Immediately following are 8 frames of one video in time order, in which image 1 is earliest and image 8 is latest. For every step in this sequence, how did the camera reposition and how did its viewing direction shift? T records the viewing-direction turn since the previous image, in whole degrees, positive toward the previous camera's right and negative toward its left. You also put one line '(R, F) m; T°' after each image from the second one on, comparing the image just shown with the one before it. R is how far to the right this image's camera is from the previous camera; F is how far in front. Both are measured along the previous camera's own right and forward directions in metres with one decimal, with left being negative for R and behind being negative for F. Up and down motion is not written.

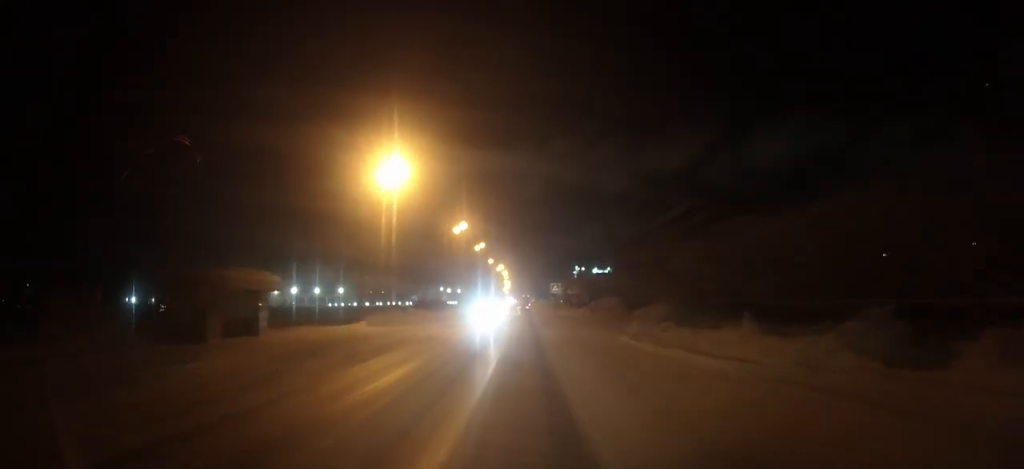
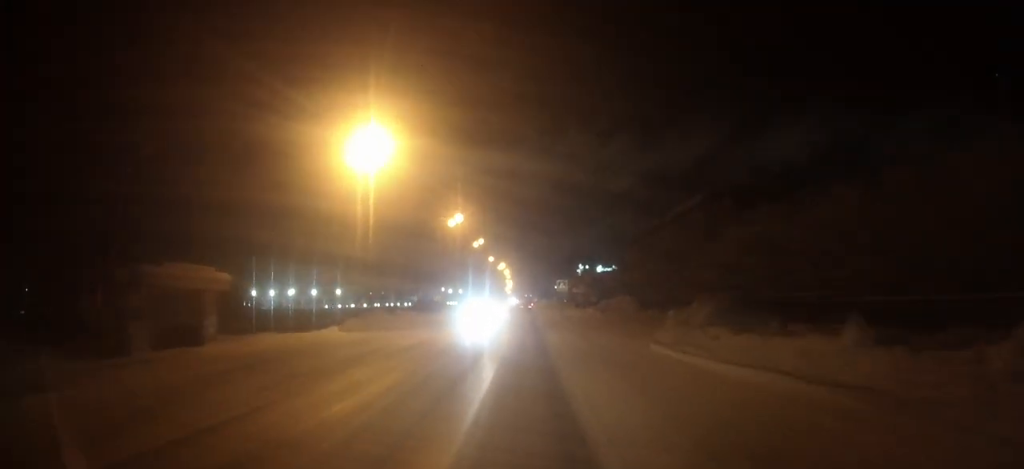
(0.0, +6.5) m; 0°
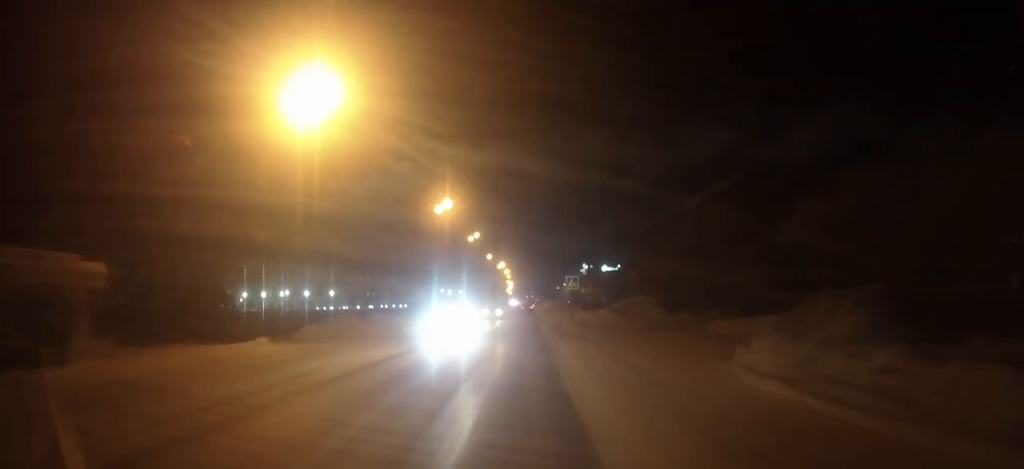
(0.0, +9.8) m; 0°
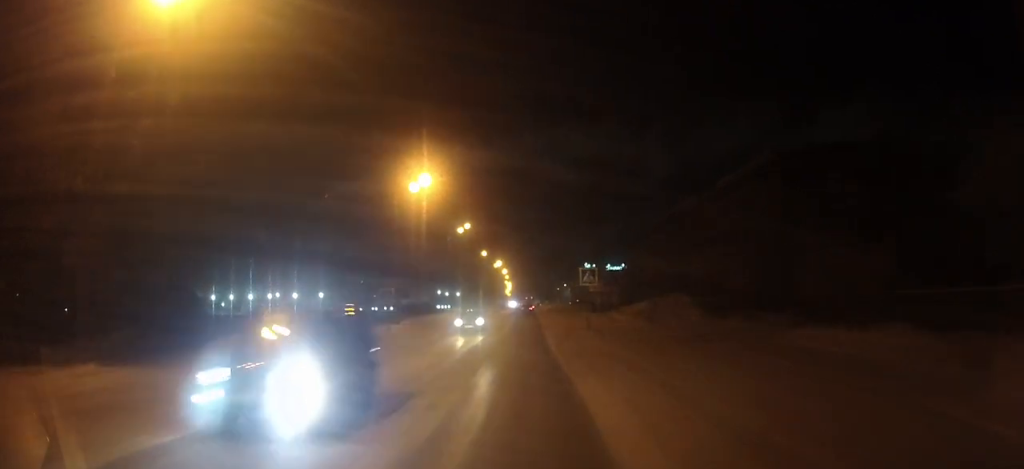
(0.0, +11.2) m; 0°
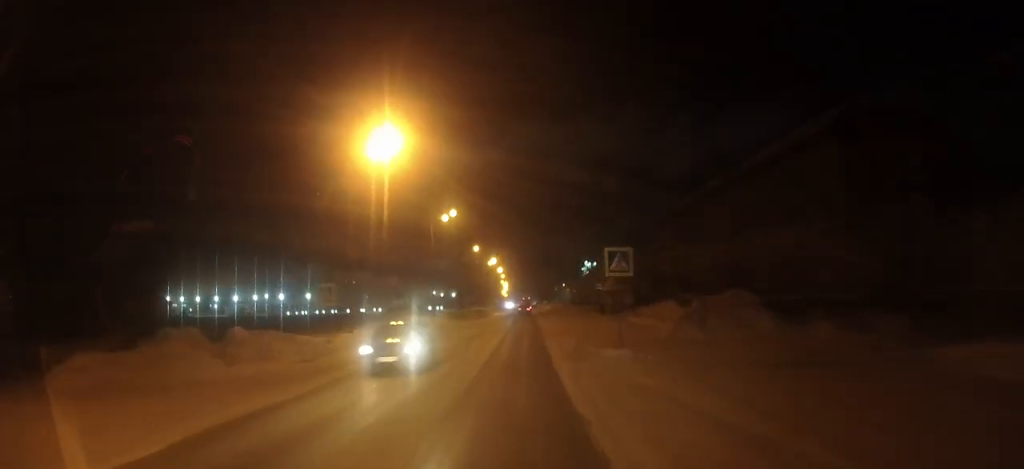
(0.0, +10.5) m; 0°
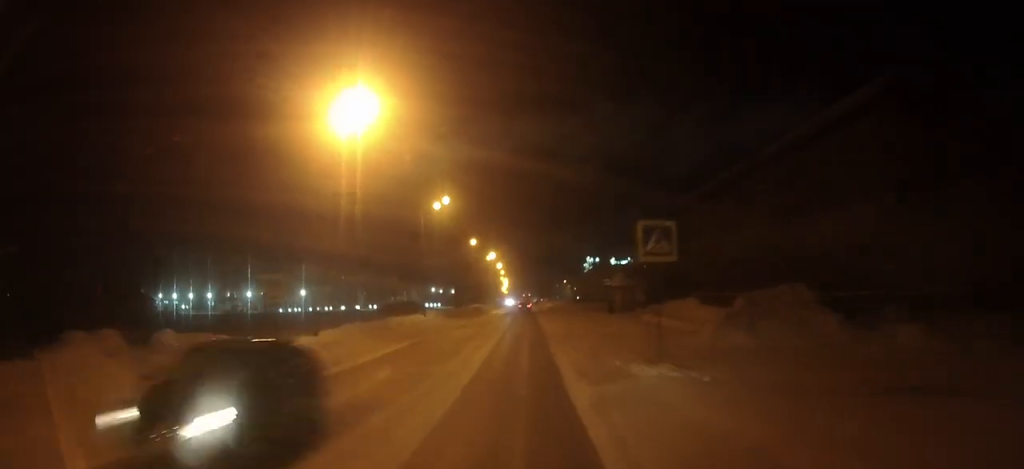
(0.0, +5.5) m; 0°
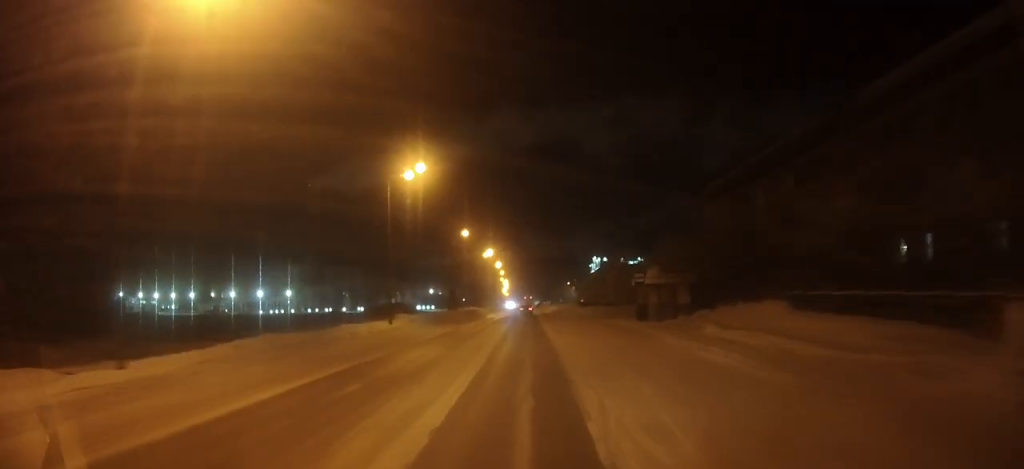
(0.0, +13.8) m; 0°
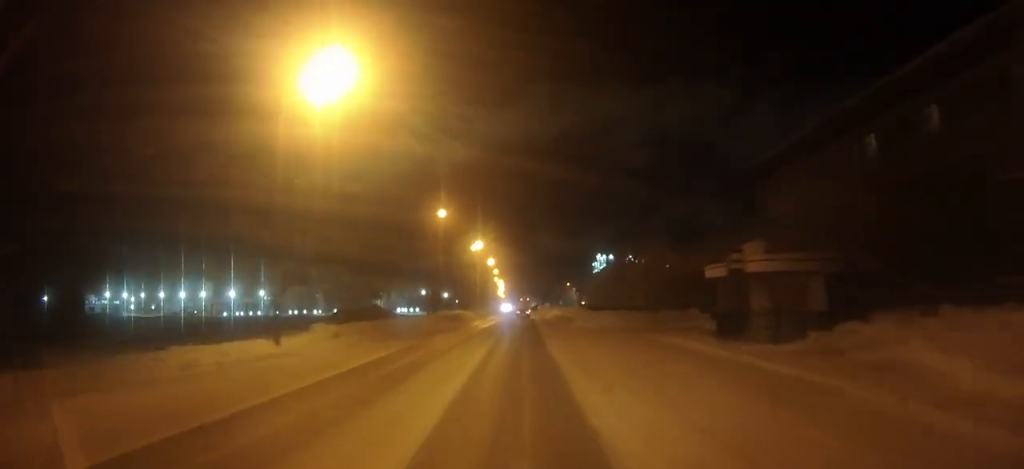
(0.0, +17.9) m; 0°
